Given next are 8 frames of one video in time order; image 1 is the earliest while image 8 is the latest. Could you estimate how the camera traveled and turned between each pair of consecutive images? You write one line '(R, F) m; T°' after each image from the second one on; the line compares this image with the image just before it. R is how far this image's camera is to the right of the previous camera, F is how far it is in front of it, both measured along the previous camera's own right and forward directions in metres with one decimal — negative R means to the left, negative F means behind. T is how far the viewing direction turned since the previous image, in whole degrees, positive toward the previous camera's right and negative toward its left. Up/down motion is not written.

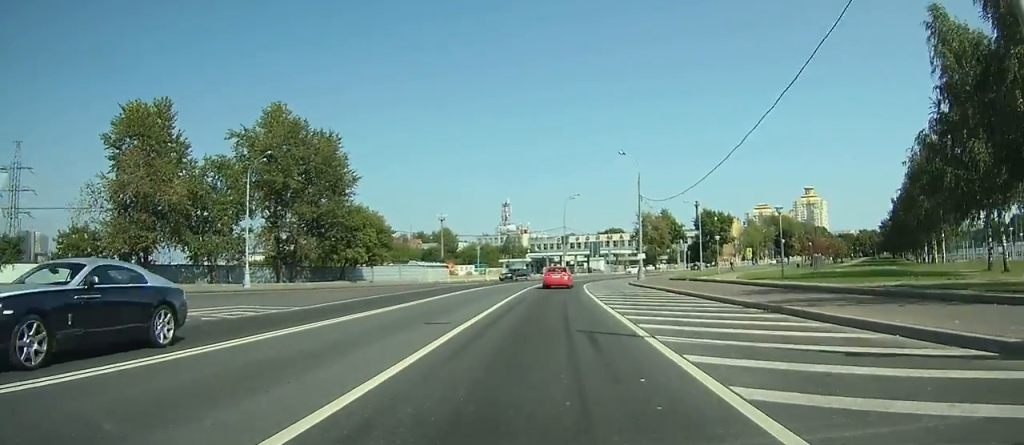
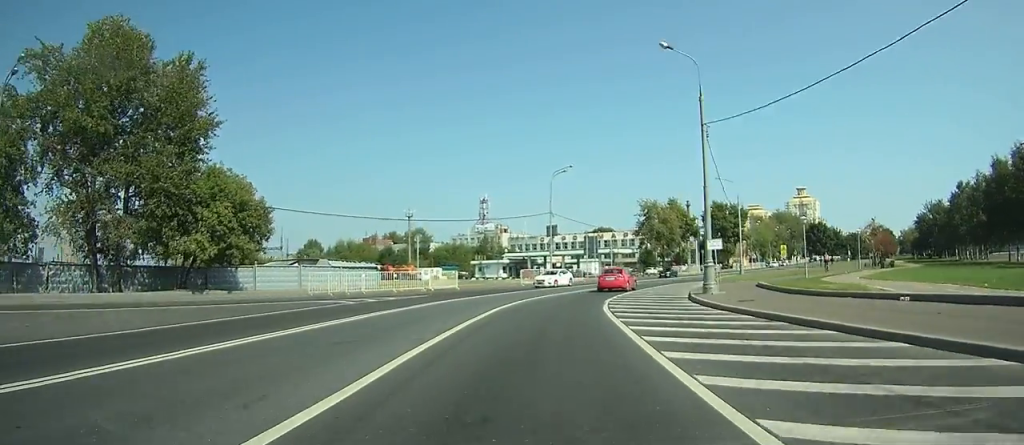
(+0.3, +26.5) m; +2°
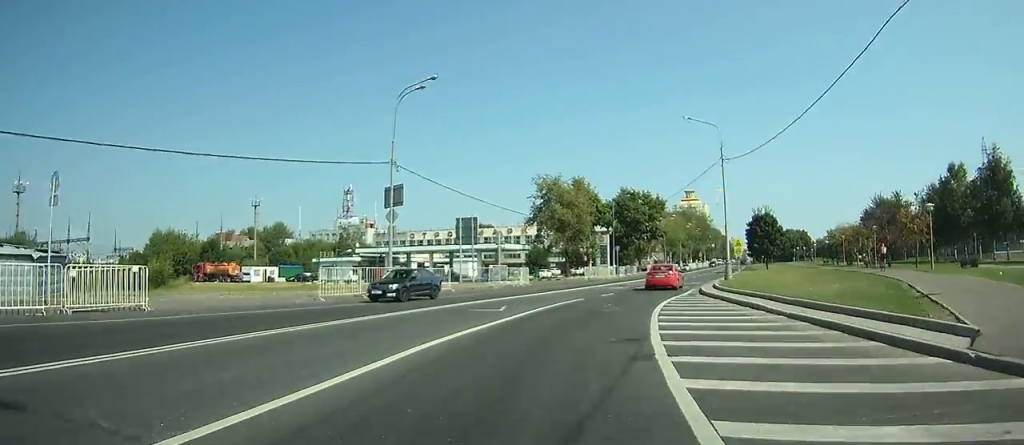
(+1.6, +29.0) m; +9°
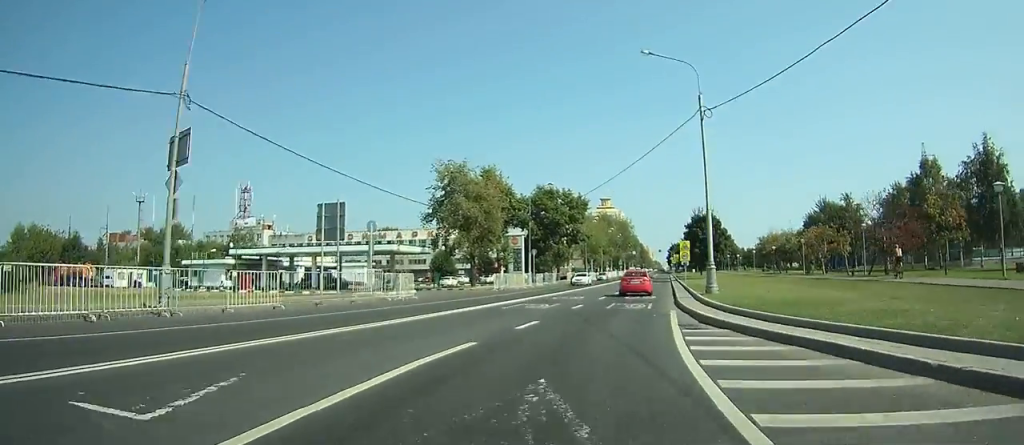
(+0.9, +14.0) m; +8°
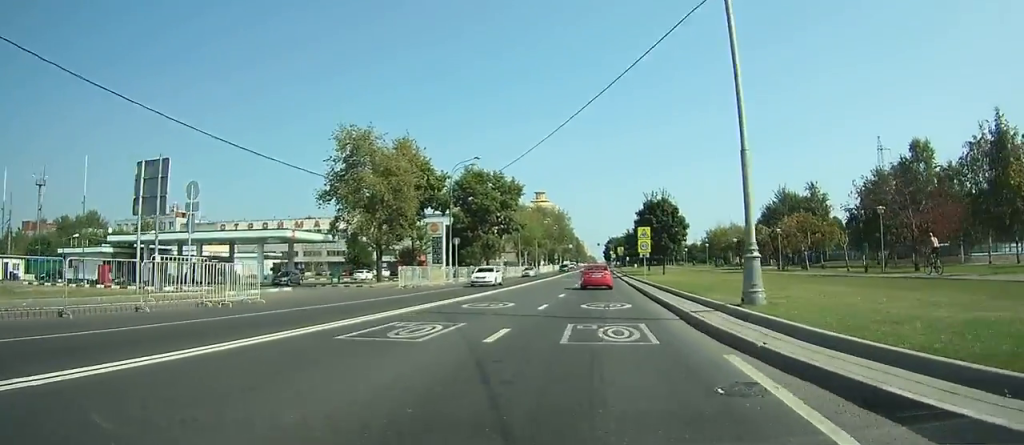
(+0.8, +12.2) m; +8°
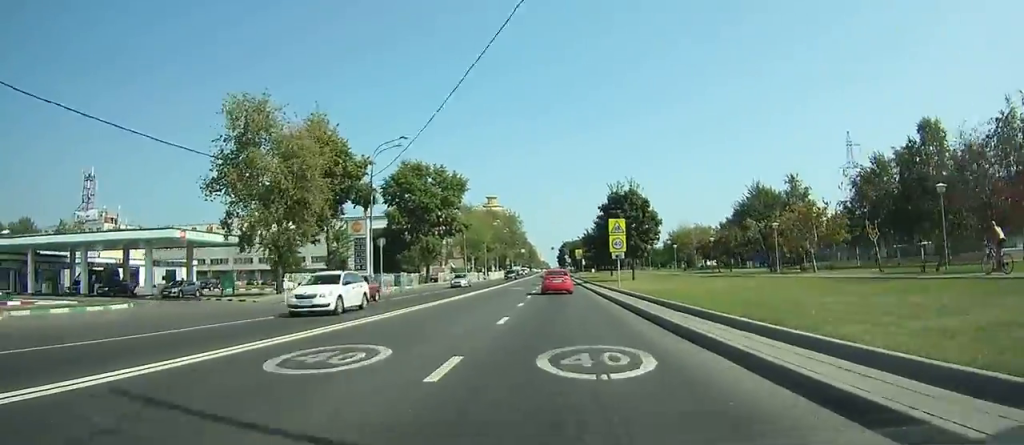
(+0.9, +11.0) m; +5°
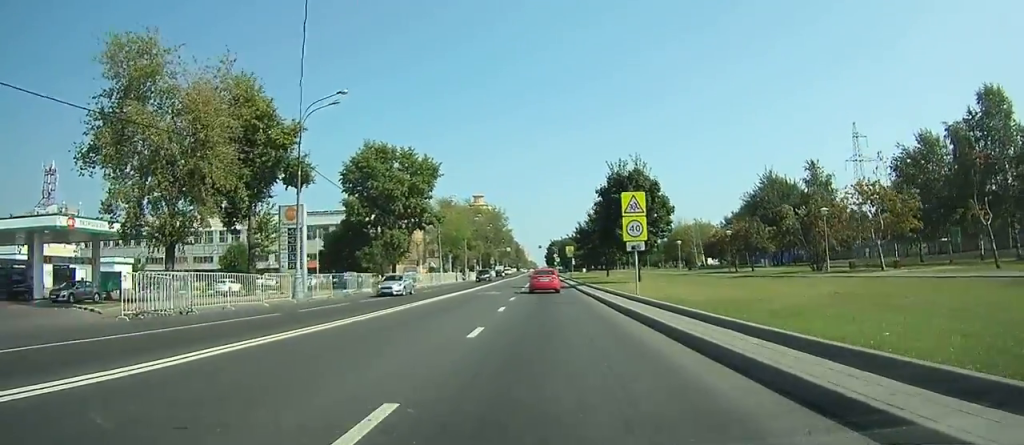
(+0.4, +11.3) m; +3°
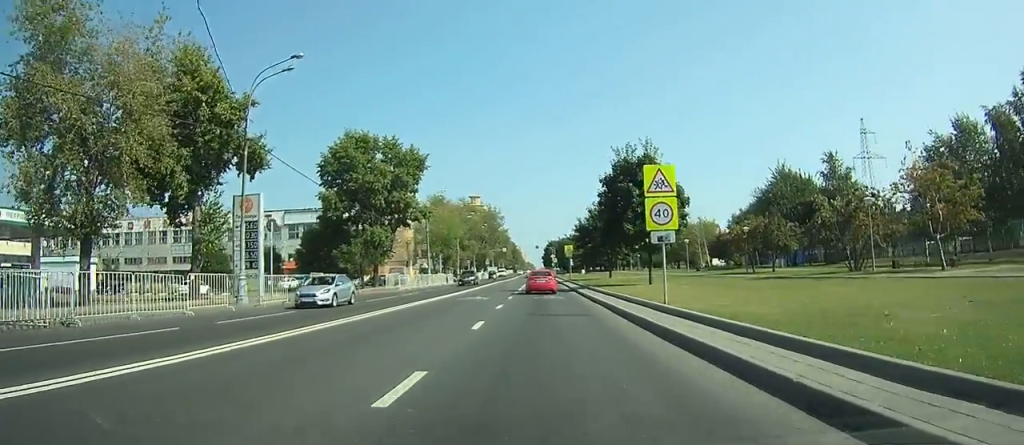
(+0.1, +6.0) m; +1°
